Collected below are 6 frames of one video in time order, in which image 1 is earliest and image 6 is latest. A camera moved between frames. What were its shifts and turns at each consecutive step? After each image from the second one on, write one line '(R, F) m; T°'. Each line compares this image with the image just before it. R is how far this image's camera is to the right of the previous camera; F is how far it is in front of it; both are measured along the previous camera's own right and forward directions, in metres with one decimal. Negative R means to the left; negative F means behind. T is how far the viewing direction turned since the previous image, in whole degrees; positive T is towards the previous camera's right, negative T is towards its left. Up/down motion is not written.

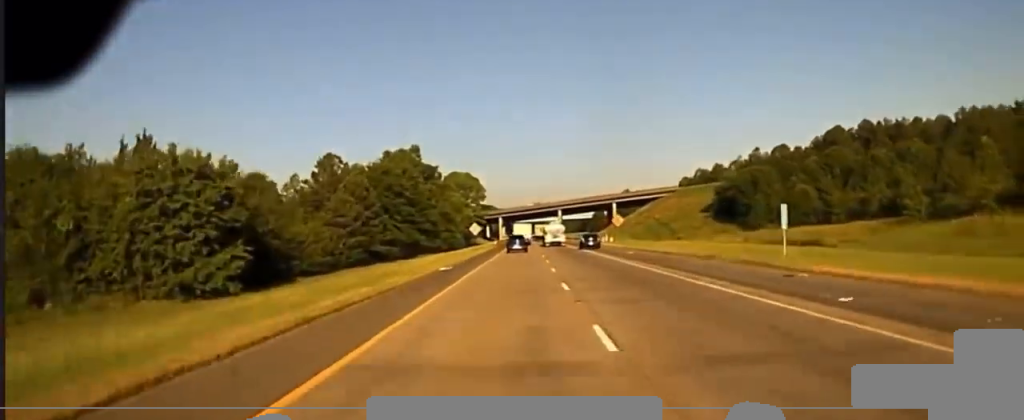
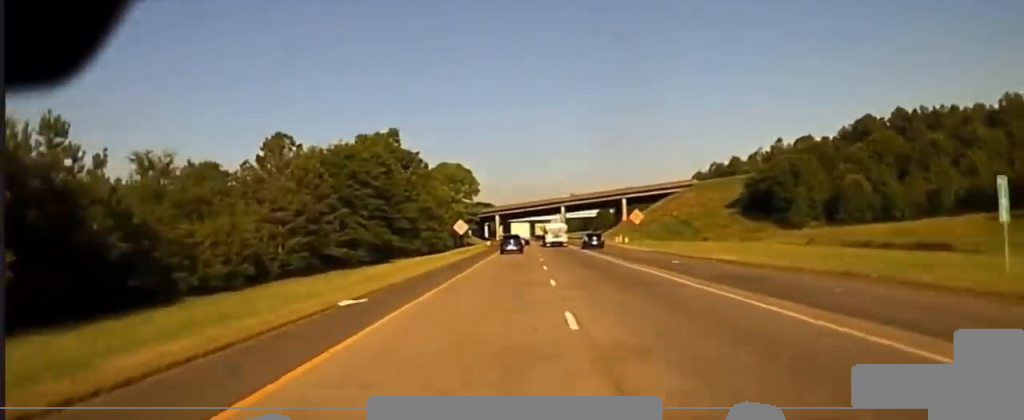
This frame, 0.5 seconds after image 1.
(+0.2, +22.2) m; 0°
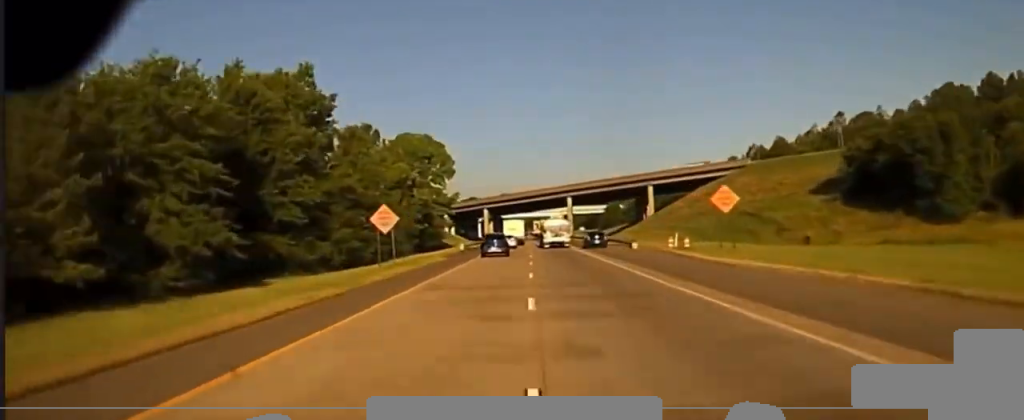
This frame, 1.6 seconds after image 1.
(0.0, +46.3) m; 0°
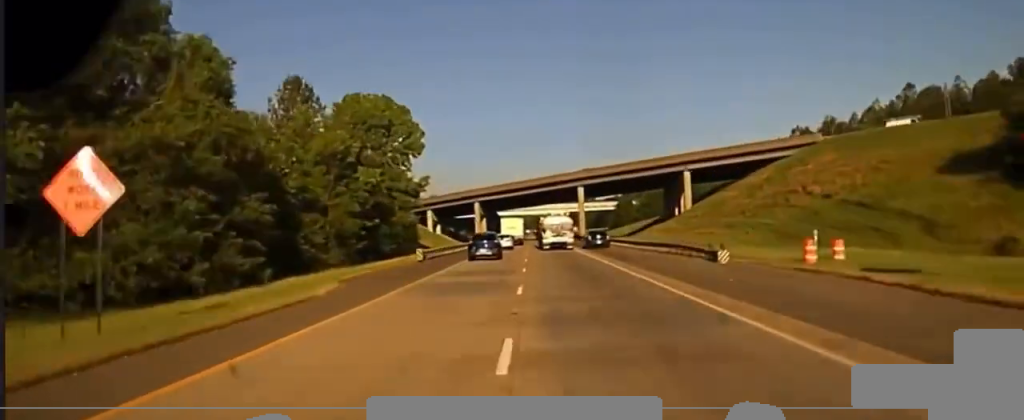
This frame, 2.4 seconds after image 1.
(-0.1, +33.1) m; 0°
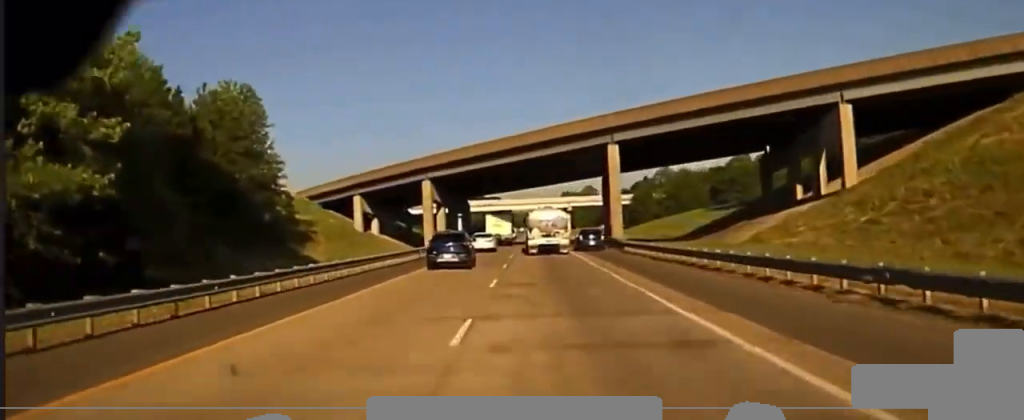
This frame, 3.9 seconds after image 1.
(-0.1, +59.8) m; 0°
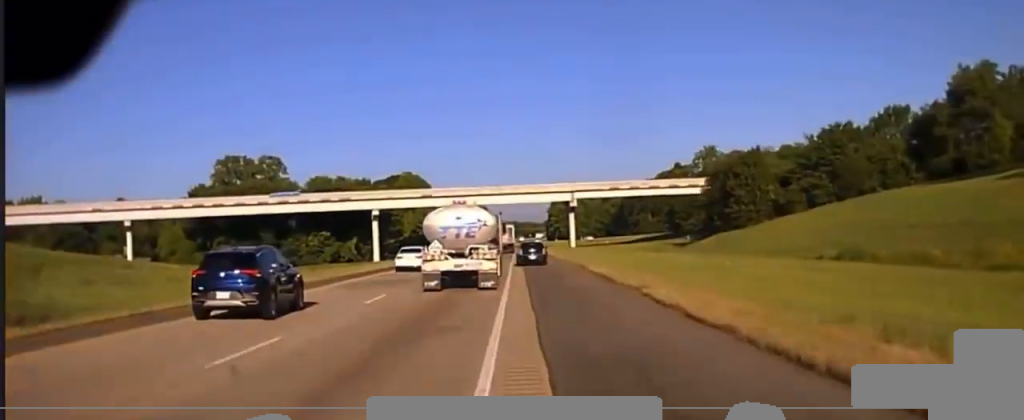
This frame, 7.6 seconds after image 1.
(+0.8, +123.3) m; +1°
